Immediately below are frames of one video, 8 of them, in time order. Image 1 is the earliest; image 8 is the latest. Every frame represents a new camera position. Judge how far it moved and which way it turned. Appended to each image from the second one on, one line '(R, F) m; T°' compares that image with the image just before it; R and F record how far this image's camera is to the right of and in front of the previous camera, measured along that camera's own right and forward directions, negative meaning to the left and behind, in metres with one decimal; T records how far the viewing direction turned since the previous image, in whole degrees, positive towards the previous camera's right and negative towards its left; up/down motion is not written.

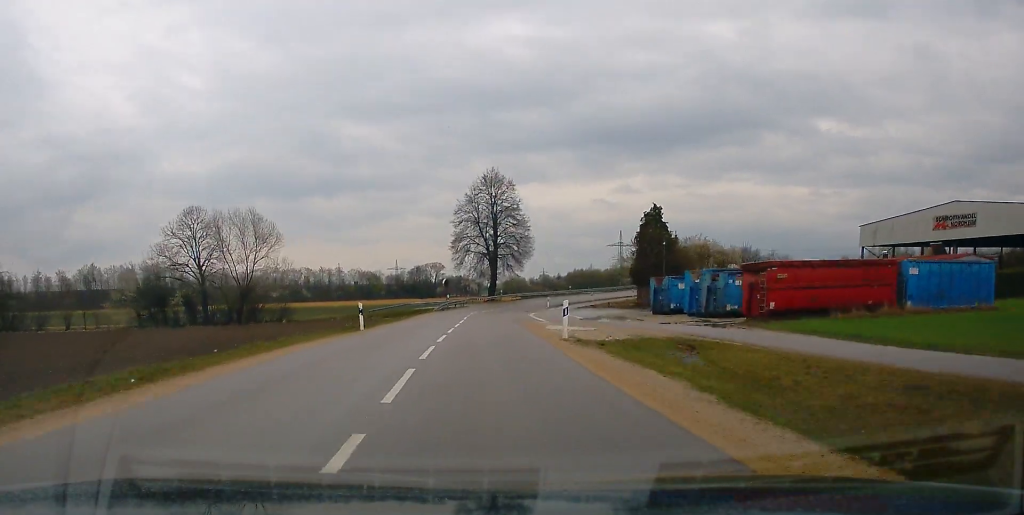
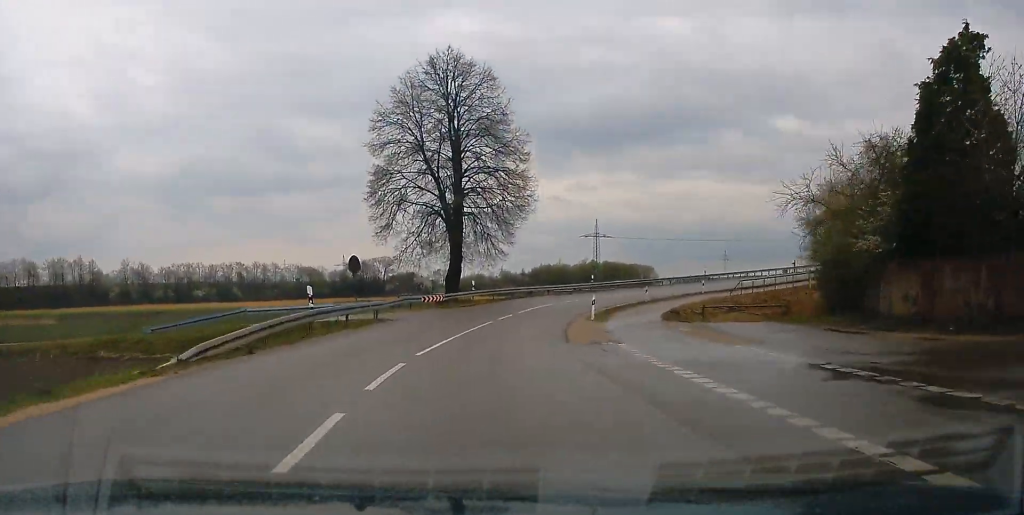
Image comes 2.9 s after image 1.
(+1.5, +49.0) m; +7°
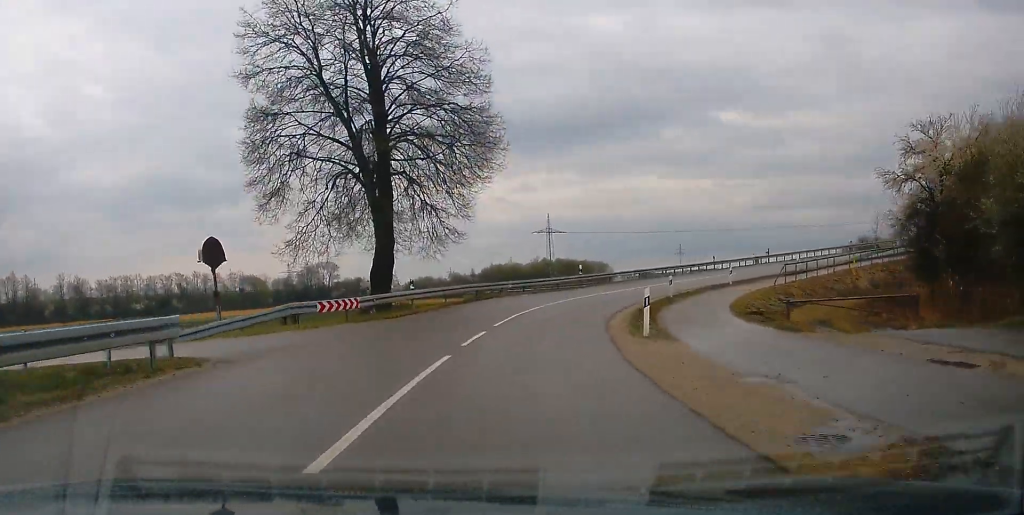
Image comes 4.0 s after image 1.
(-0.4, +17.2) m; +5°
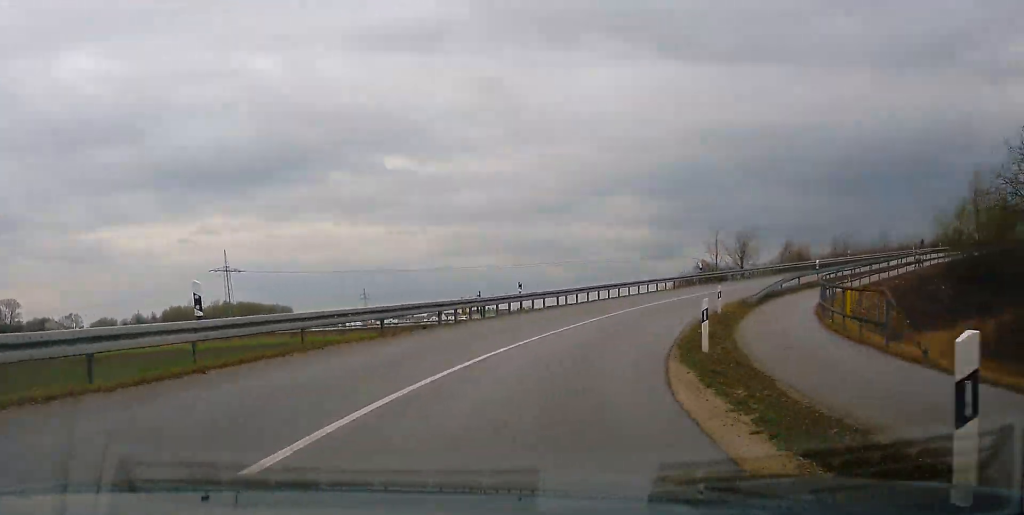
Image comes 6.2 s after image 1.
(+4.2, +33.3) m; +22°
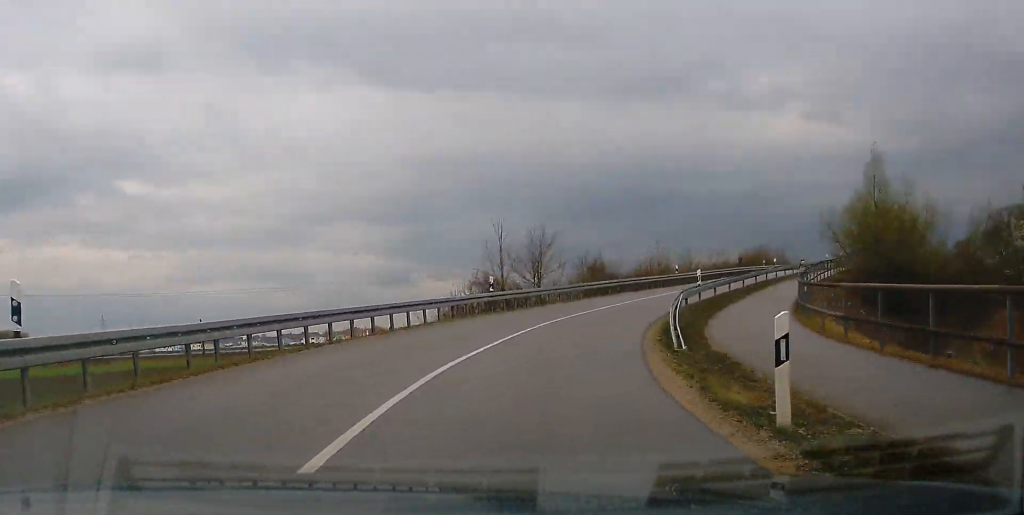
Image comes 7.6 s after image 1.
(+5.2, +21.2) m; +18°
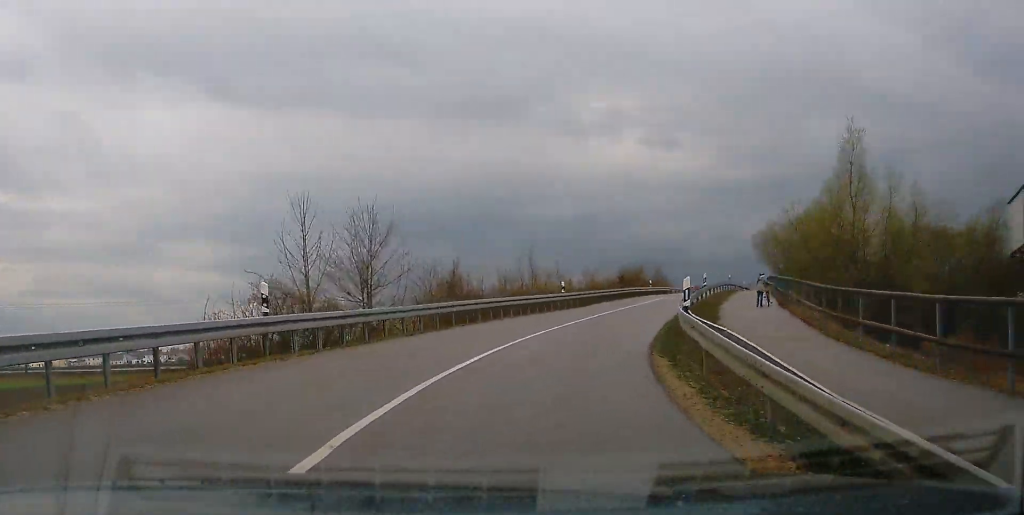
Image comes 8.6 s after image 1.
(+1.1, +15.1) m; +11°
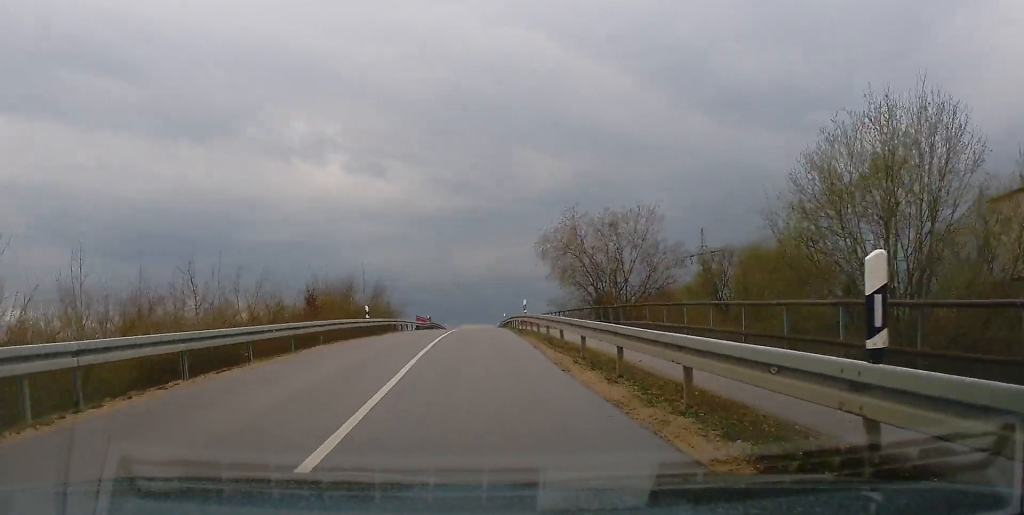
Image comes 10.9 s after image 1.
(+6.6, +35.4) m; +13°
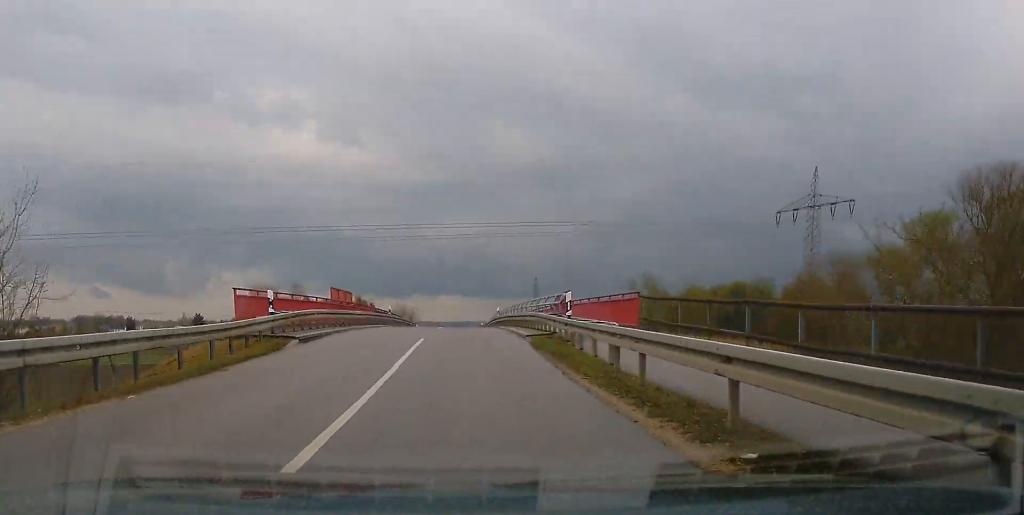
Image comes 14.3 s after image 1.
(+2.9, +56.1) m; +3°
